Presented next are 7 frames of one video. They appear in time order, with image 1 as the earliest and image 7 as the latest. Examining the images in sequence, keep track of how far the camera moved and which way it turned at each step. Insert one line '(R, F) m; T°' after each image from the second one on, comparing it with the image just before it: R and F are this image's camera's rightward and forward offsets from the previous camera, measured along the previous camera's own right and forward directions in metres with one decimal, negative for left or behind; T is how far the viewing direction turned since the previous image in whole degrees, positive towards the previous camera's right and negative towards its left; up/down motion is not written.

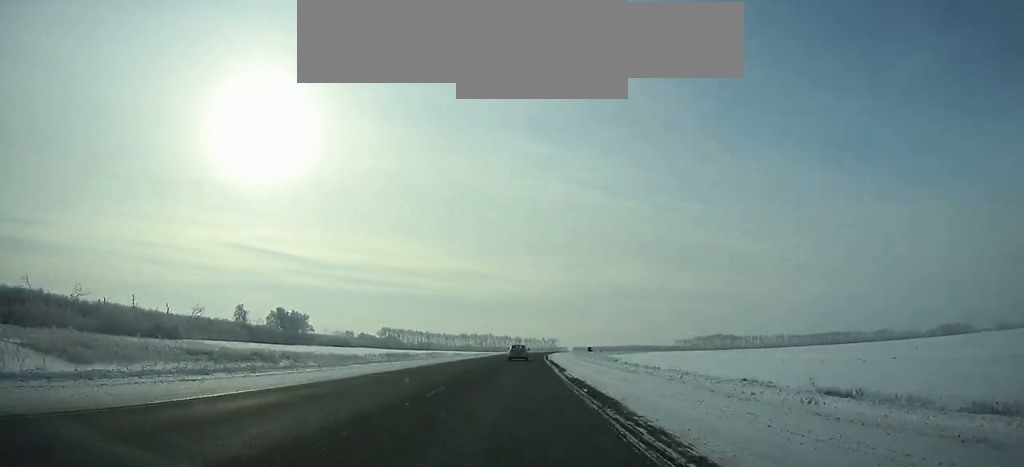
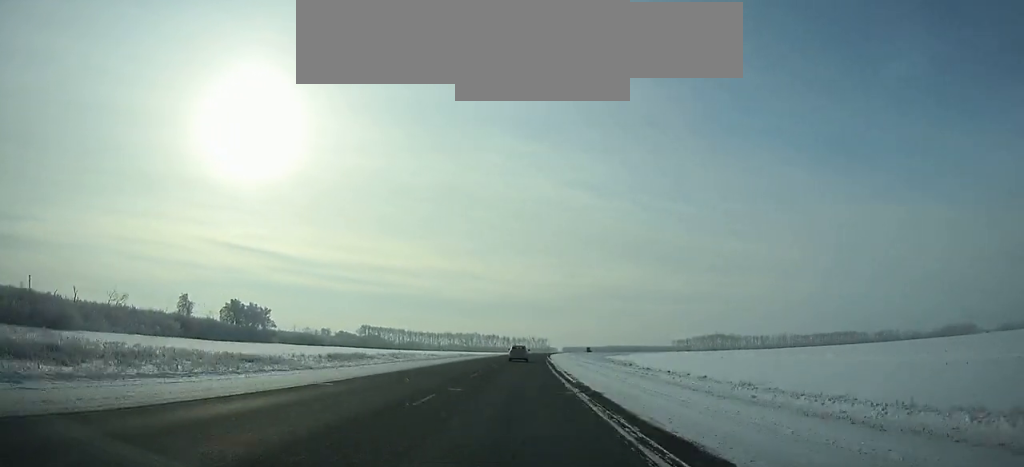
(+0.2, +38.1) m; +1°
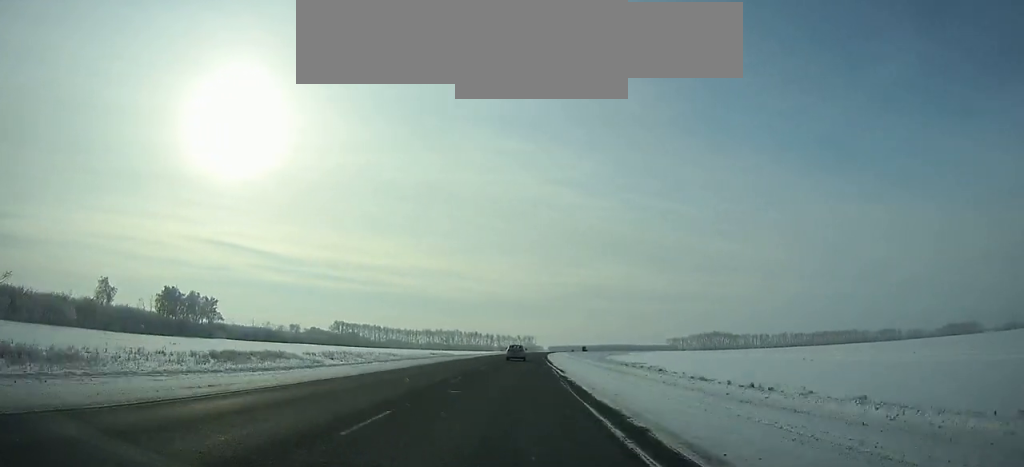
(+0.7, +40.8) m; +1°
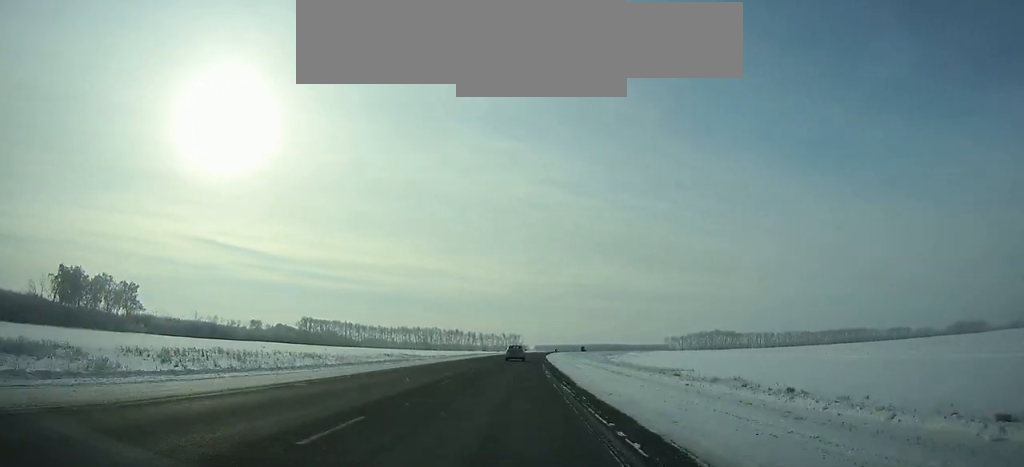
(+0.5, +49.2) m; +1°
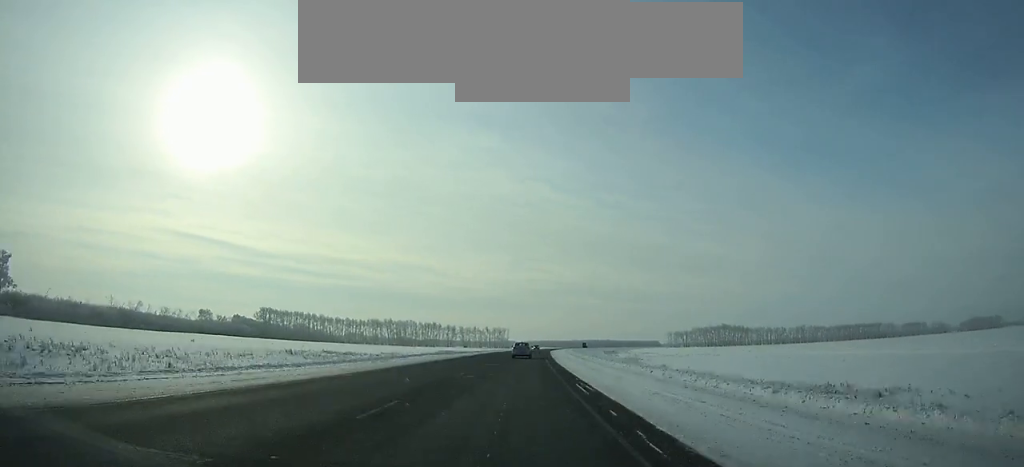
(+0.4, +57.6) m; +1°
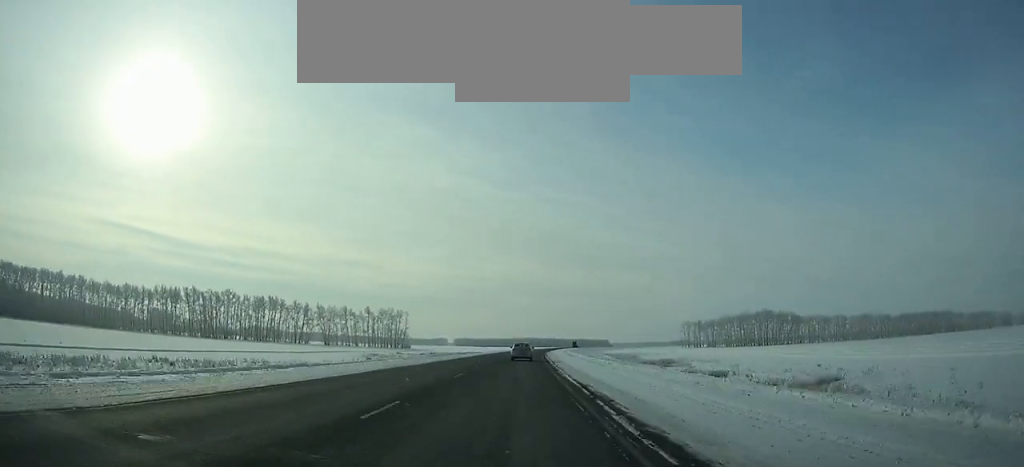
(+9.7, +203.2) m; +6°
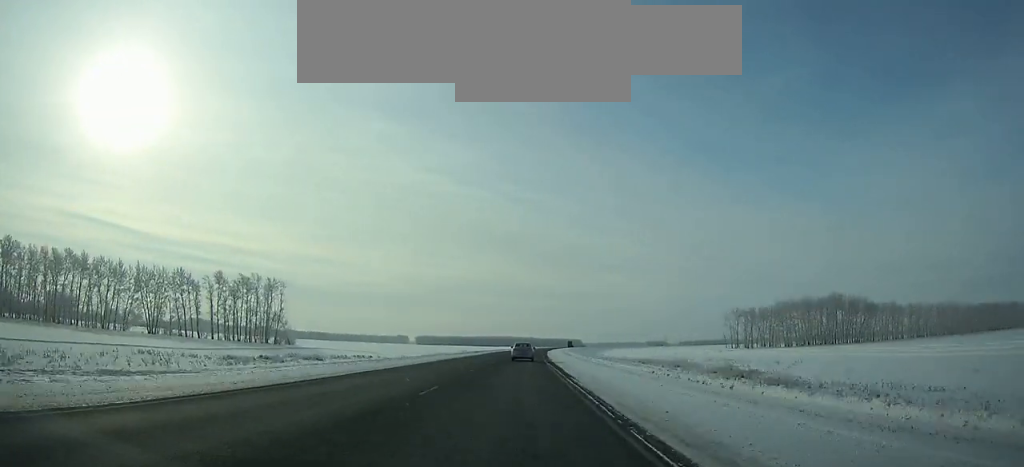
(+3.0, +104.0) m; +3°
